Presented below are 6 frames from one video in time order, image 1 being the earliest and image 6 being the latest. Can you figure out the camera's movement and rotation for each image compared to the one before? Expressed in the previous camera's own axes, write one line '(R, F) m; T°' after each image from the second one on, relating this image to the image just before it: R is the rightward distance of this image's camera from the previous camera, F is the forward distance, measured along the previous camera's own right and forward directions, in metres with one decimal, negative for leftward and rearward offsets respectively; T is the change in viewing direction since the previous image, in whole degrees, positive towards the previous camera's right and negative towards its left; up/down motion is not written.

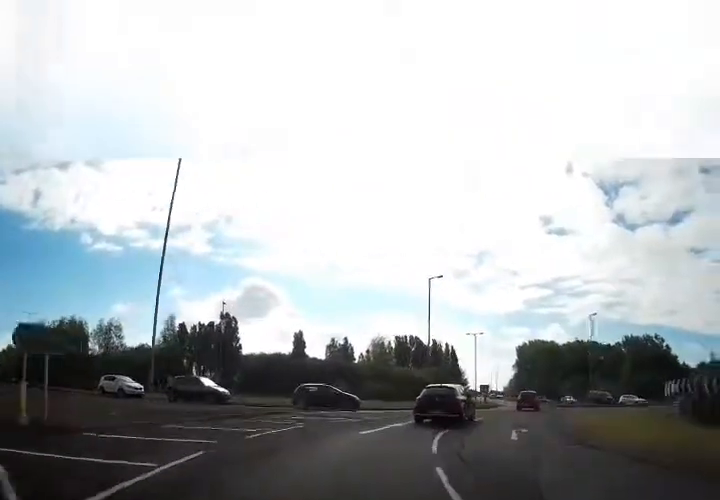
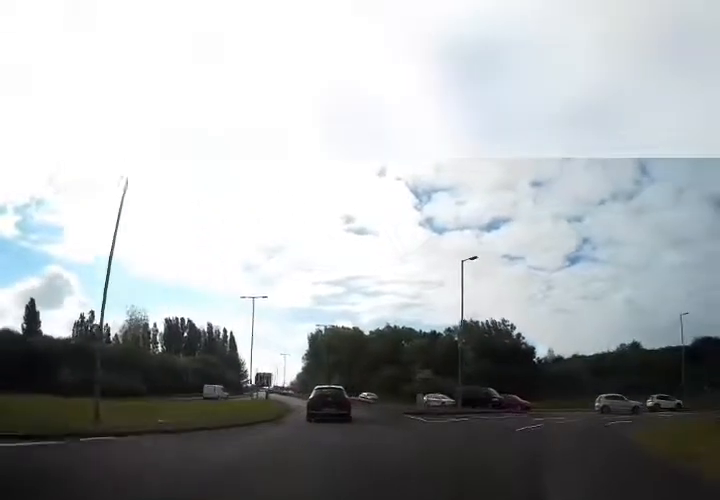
(+3.9, +21.8) m; +20°
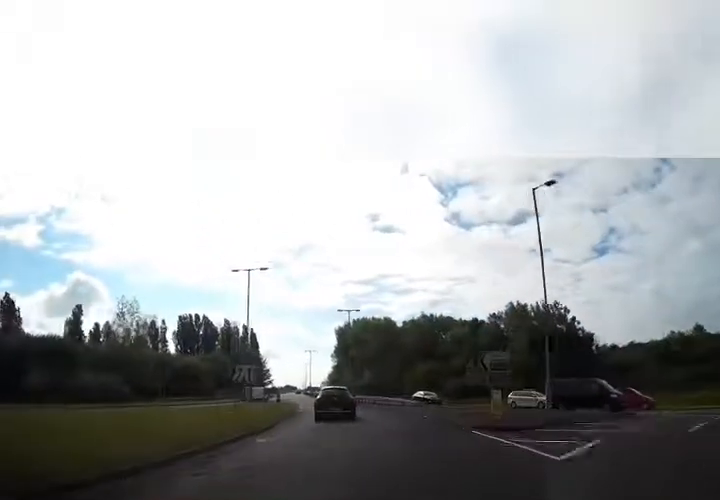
(+0.7, +11.0) m; +2°
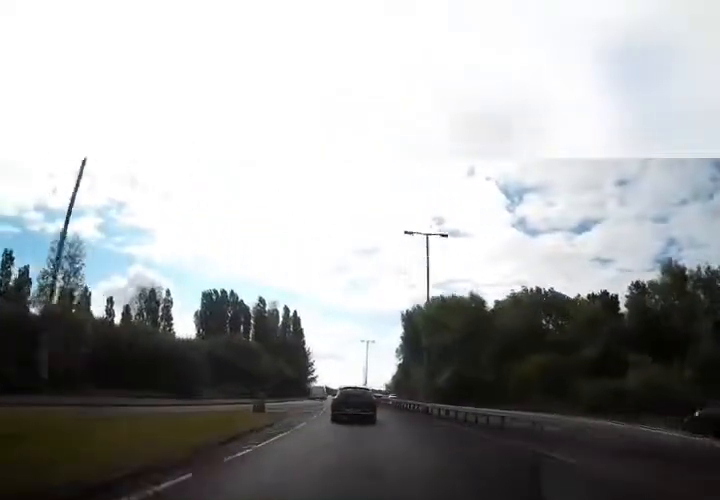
(-0.9, +25.6) m; -5°
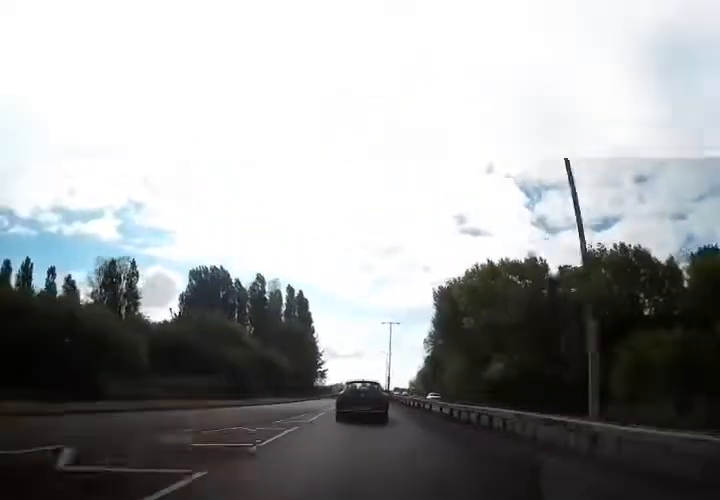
(-0.3, +16.8) m; -3°
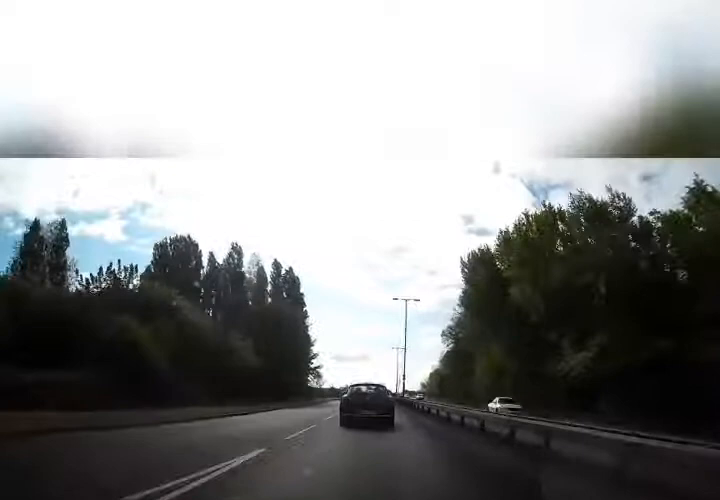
(-0.5, +15.8) m; -3°
